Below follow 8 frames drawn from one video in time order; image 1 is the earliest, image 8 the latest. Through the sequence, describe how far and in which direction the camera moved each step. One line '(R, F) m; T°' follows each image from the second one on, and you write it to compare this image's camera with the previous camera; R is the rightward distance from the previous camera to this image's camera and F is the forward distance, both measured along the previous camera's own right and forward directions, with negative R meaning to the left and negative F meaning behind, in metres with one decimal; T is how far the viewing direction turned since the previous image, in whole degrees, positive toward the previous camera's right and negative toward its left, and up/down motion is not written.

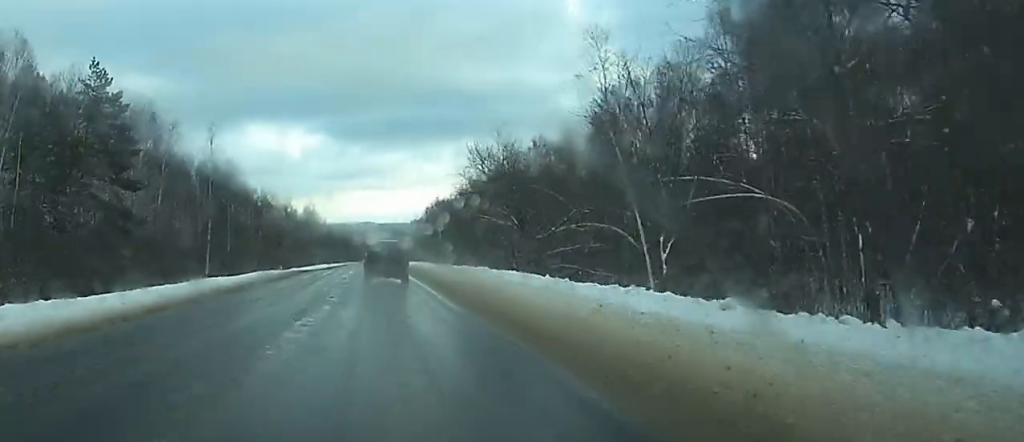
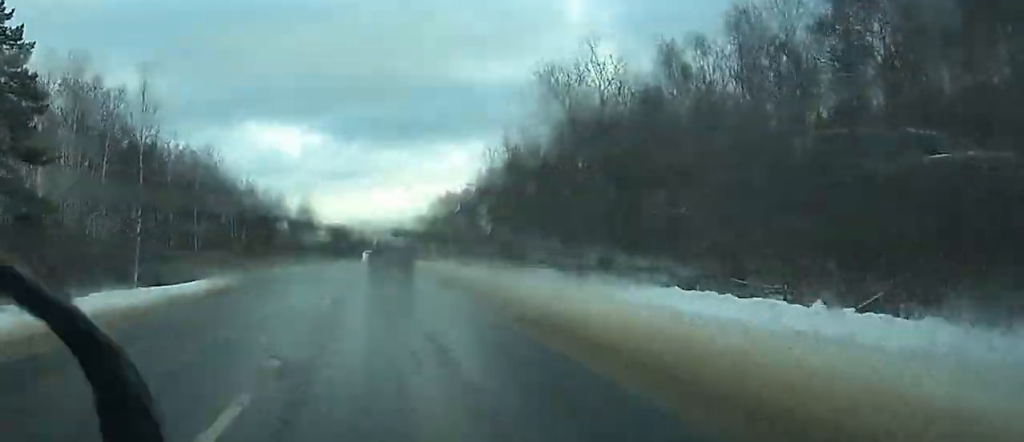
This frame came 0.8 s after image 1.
(0.0, +23.0) m; 0°
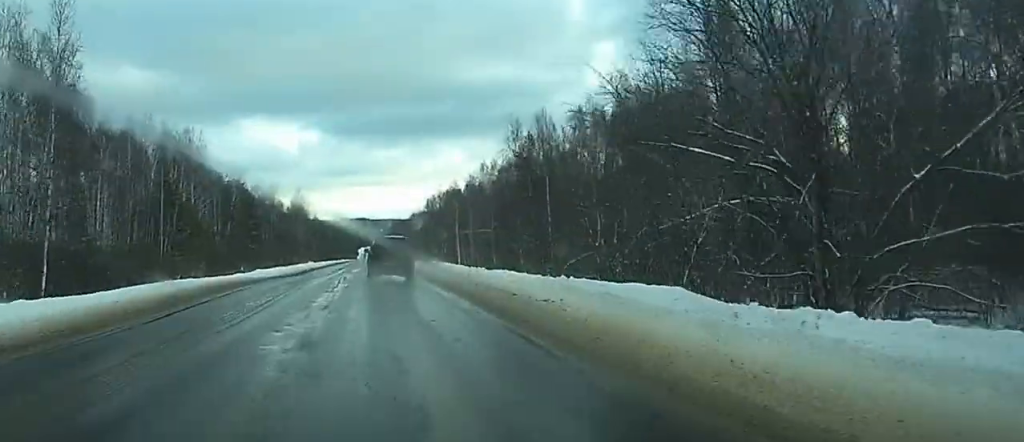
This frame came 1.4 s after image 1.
(0.0, +14.3) m; 0°
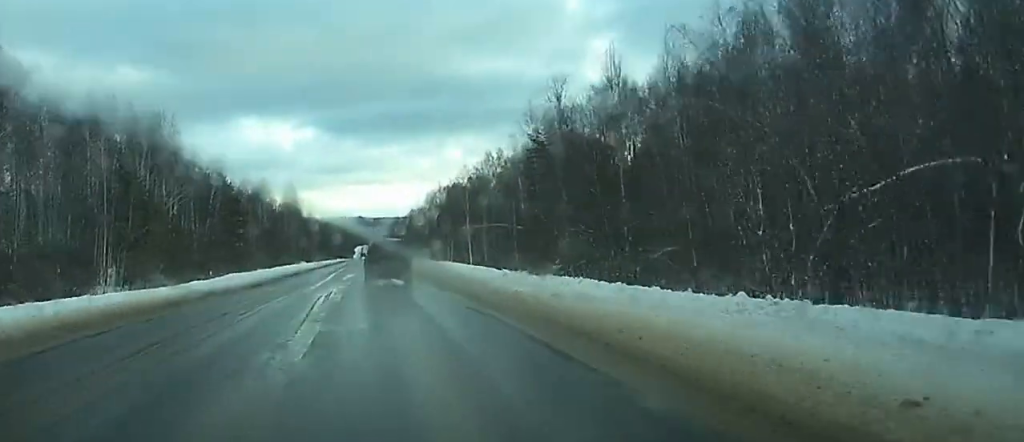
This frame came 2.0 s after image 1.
(0.0, +16.7) m; 0°
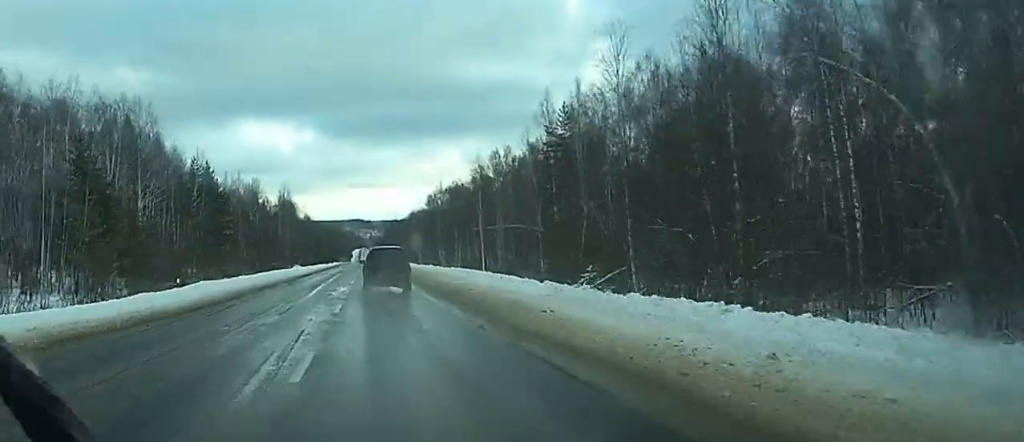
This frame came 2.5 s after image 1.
(0.0, +12.2) m; 0°
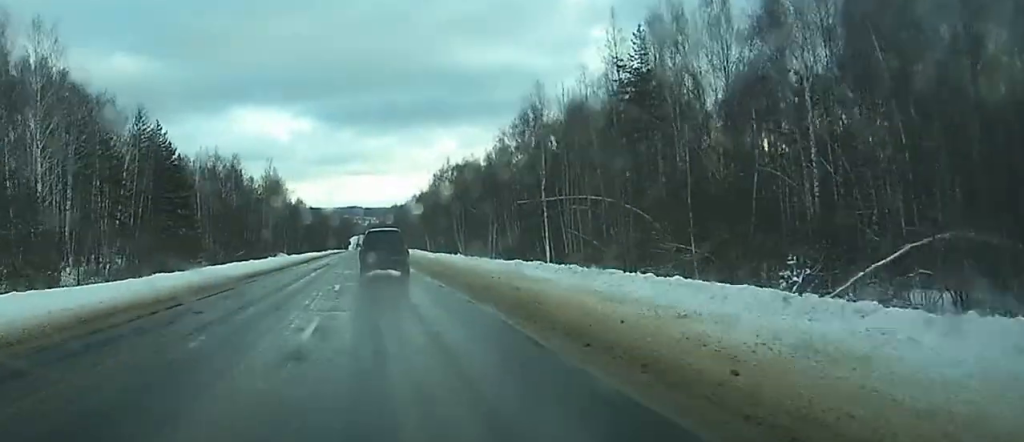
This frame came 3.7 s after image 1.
(0.0, +32.8) m; 0°
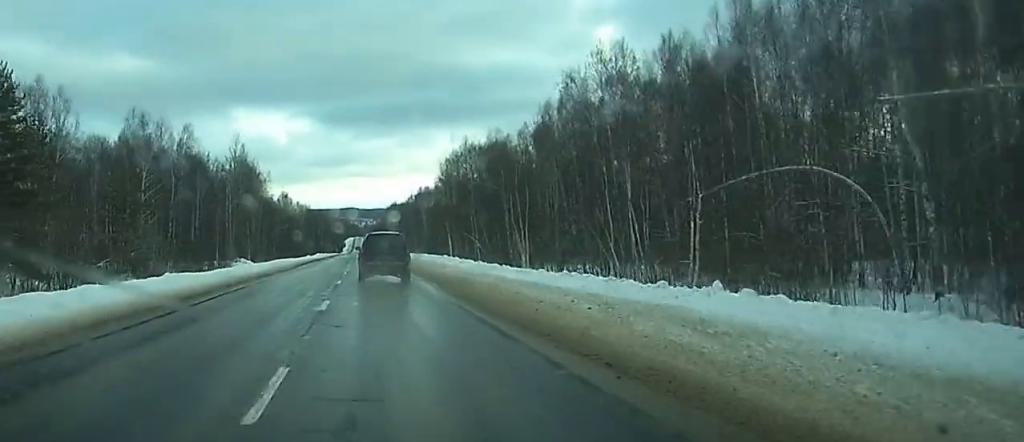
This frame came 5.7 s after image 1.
(+0.4, +51.5) m; +1°
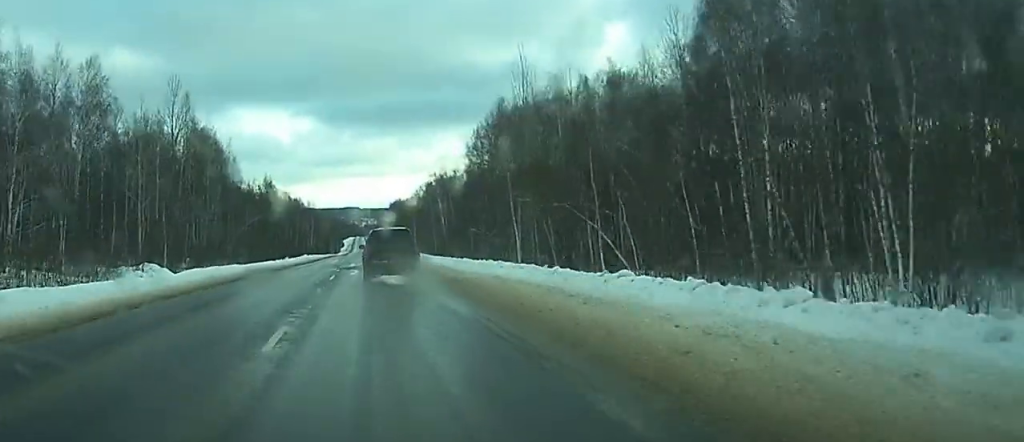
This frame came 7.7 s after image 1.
(-0.9, +54.6) m; -1°
